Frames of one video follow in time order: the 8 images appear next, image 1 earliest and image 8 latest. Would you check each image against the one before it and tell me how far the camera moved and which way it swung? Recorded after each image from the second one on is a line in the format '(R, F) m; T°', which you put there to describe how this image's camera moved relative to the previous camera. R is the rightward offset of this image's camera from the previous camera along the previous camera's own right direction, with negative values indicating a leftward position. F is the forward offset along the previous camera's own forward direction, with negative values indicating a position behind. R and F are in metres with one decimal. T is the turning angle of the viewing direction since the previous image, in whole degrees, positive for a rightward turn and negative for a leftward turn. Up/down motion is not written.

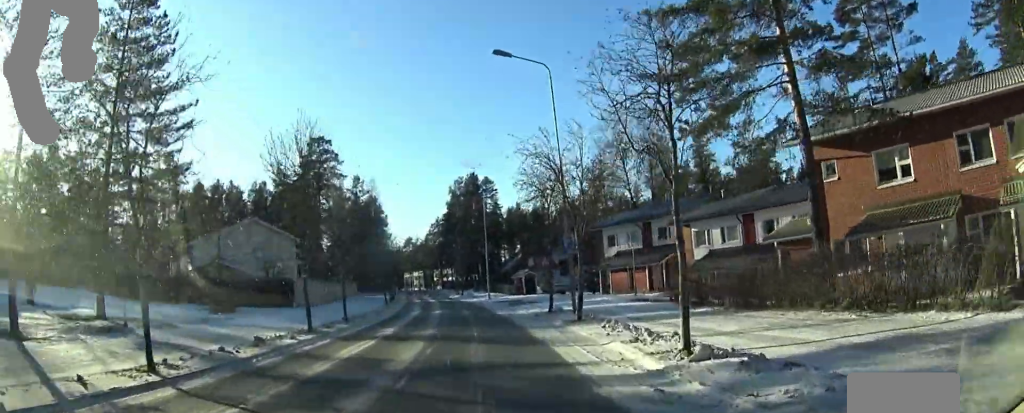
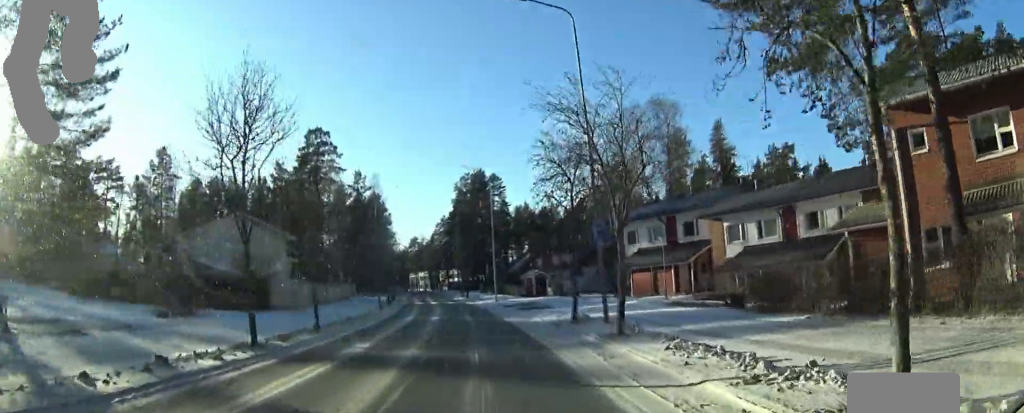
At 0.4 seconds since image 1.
(+0.6, +5.1) m; 0°
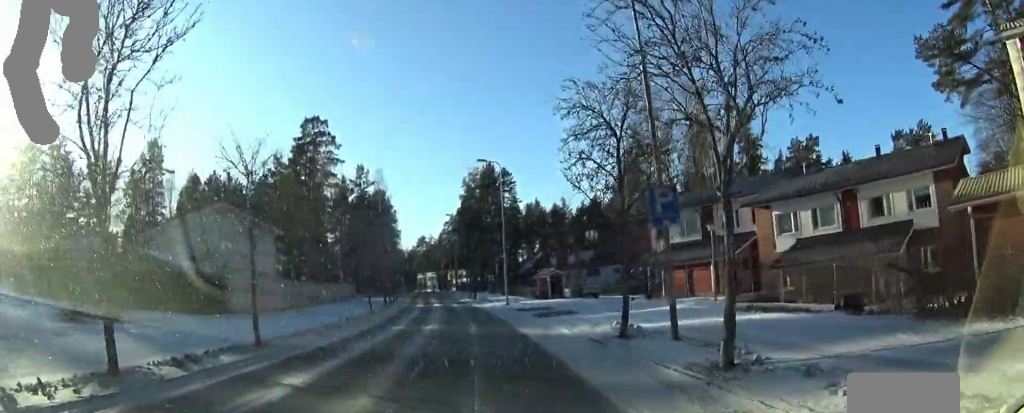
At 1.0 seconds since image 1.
(+0.7, +6.1) m; 0°
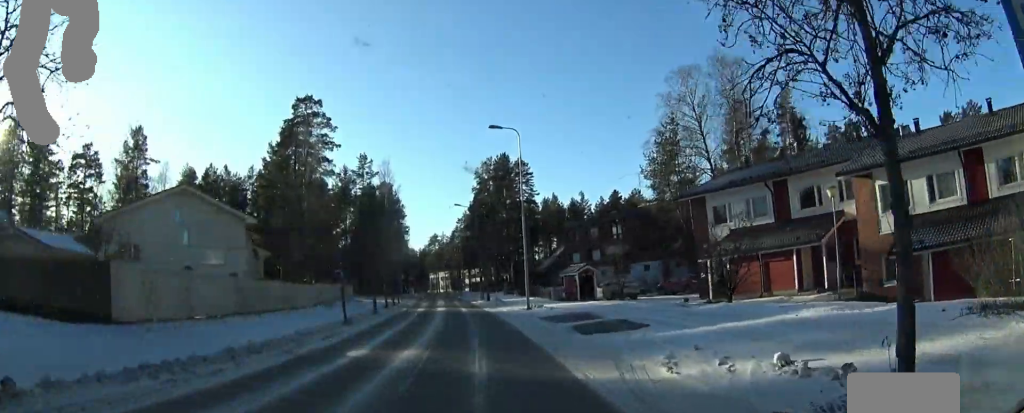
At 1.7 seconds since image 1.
(-1.0, +9.1) m; -5°
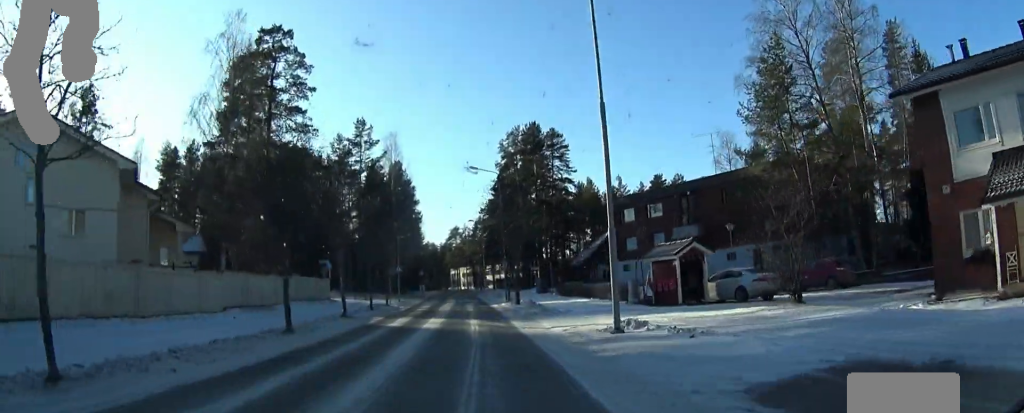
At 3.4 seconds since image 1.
(+0.1, +18.7) m; +3°
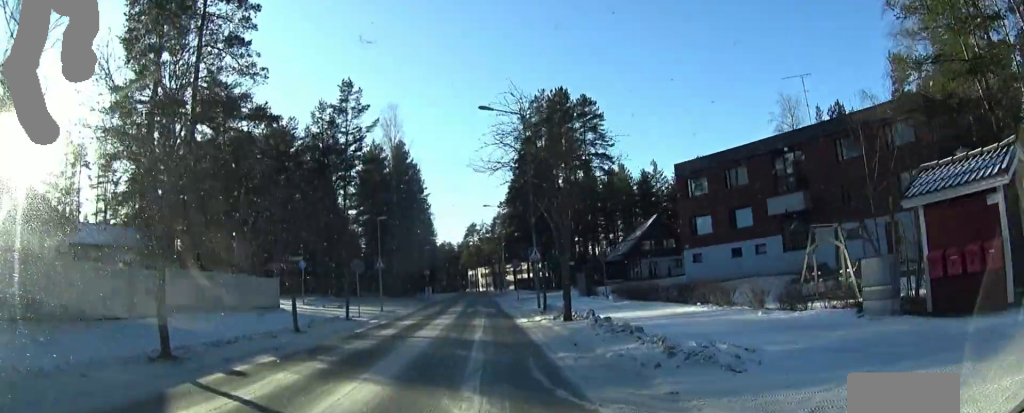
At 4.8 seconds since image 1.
(-0.1, +16.1) m; -4°
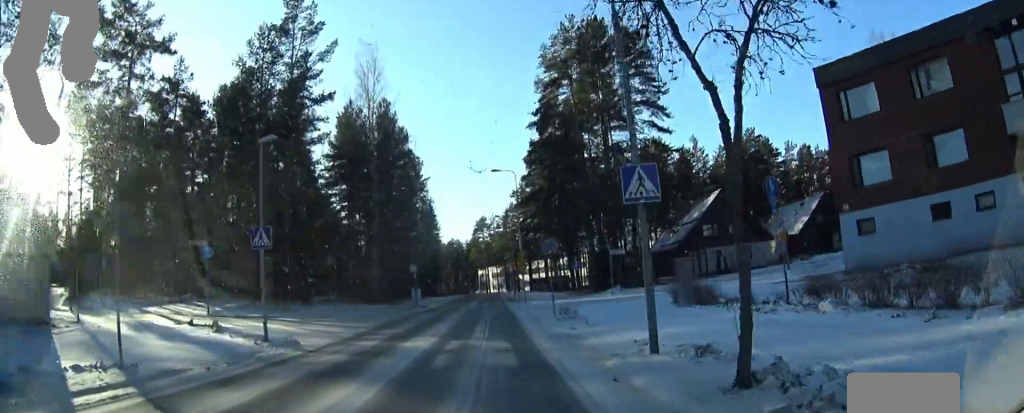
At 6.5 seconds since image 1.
(-0.4, +20.8) m; -2°
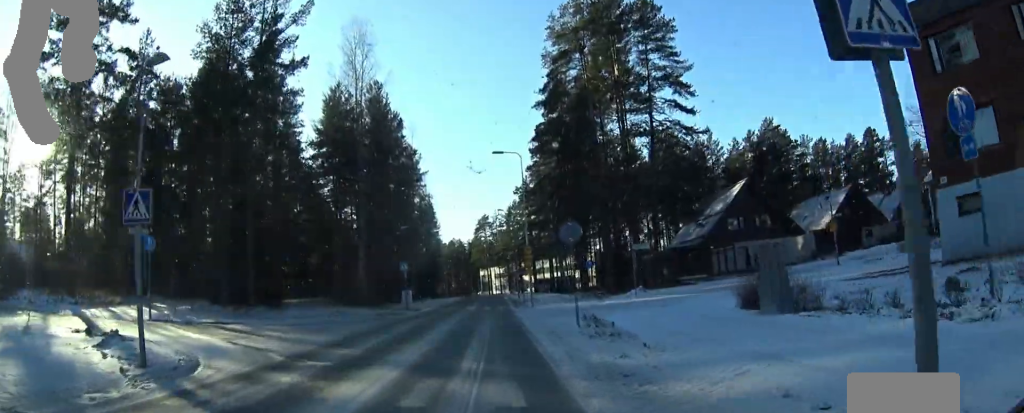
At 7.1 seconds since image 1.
(0.0, +6.6) m; -1°
